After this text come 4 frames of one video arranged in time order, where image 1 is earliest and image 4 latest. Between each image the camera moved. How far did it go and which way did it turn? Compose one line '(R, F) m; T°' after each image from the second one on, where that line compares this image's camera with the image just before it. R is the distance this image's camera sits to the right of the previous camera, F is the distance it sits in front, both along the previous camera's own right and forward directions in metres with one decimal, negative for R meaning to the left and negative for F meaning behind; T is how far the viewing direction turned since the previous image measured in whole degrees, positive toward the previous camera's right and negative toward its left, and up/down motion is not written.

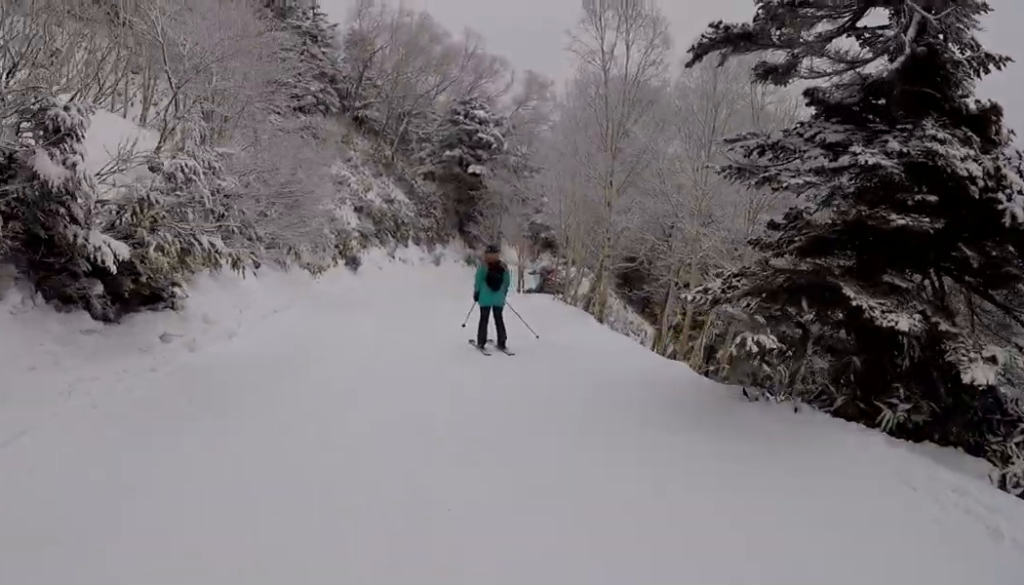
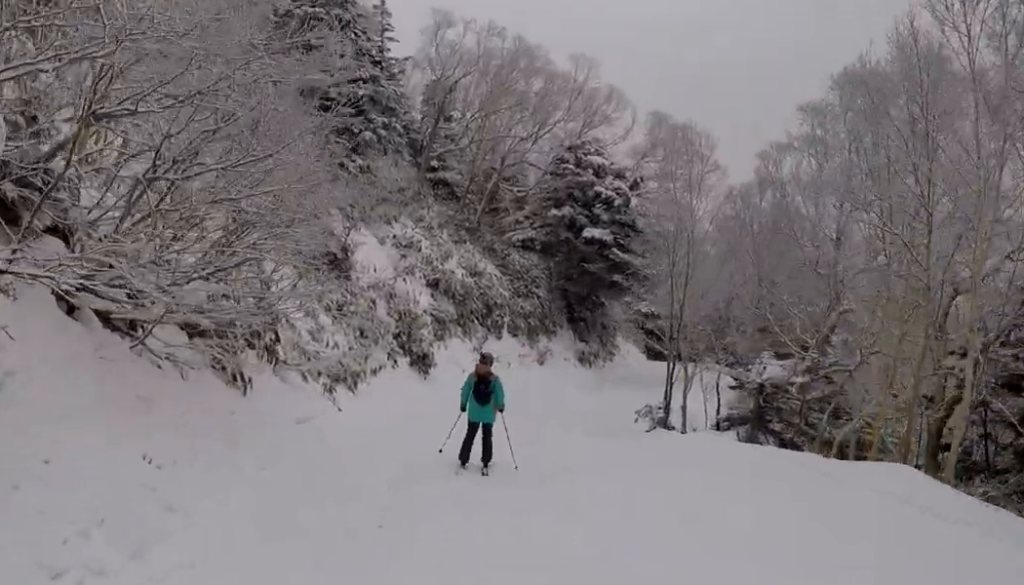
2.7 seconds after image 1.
(+1.0, +14.3) m; +12°
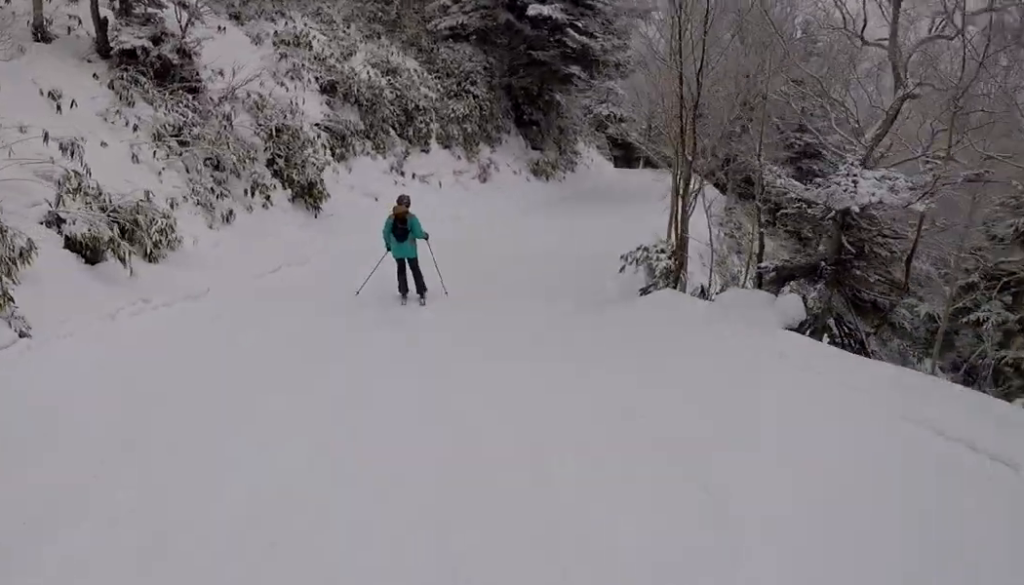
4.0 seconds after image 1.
(-0.2, +7.5) m; -6°
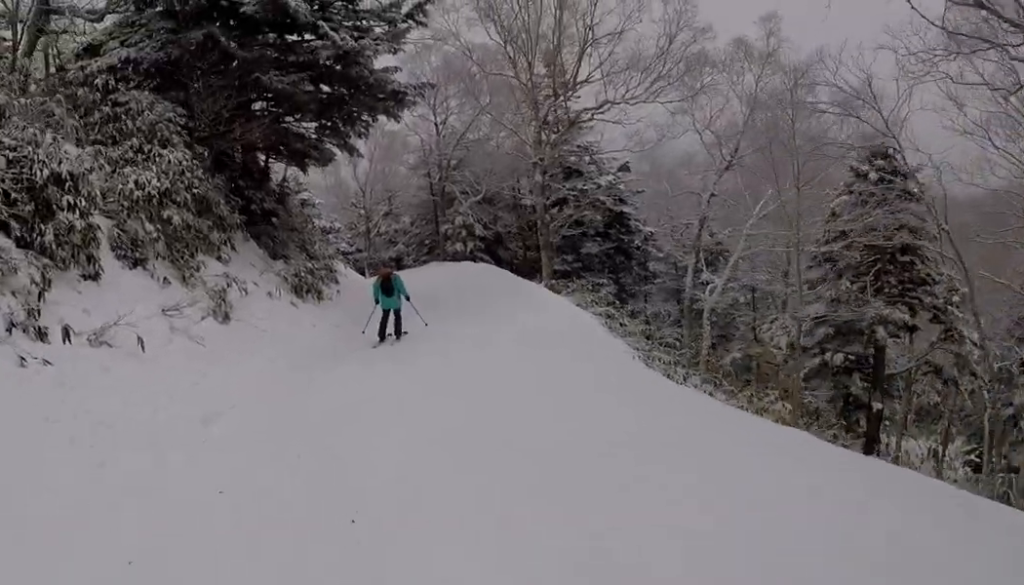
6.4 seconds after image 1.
(+1.6, +15.0) m; +21°
